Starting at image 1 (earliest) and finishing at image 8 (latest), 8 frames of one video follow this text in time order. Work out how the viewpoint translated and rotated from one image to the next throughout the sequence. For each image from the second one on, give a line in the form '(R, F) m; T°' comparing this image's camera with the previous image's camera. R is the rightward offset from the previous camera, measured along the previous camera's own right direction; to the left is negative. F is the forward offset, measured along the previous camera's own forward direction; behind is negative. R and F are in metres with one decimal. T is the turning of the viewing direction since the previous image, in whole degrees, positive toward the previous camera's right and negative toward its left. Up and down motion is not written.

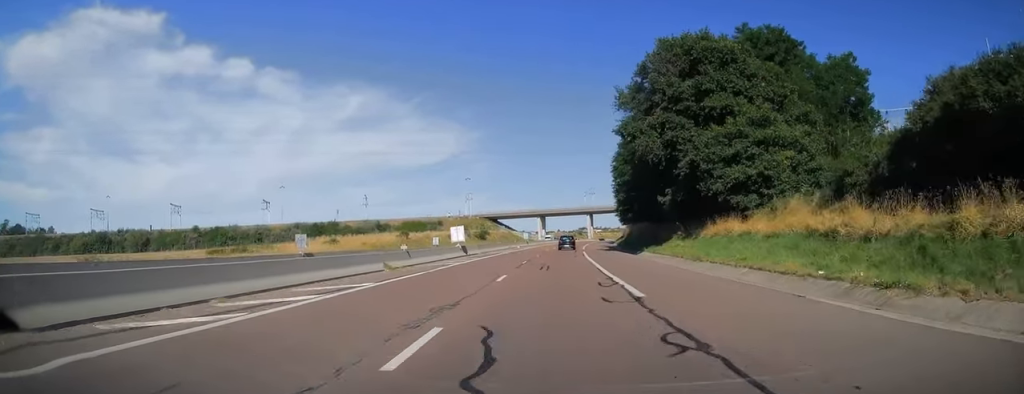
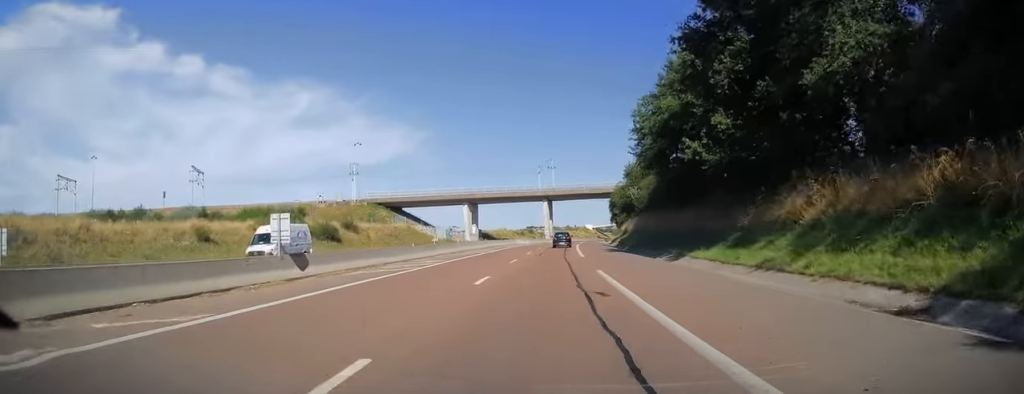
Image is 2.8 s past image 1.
(+3.5, +82.6) m; +5°
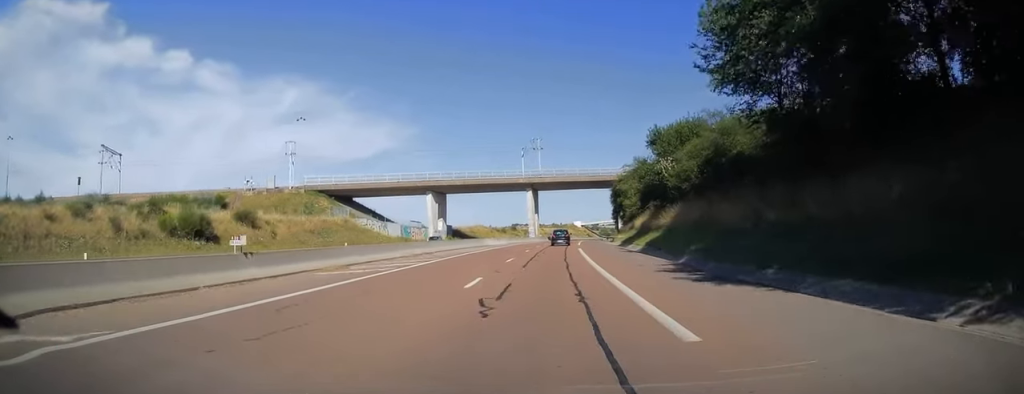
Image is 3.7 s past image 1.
(+0.4, +27.7) m; +2°
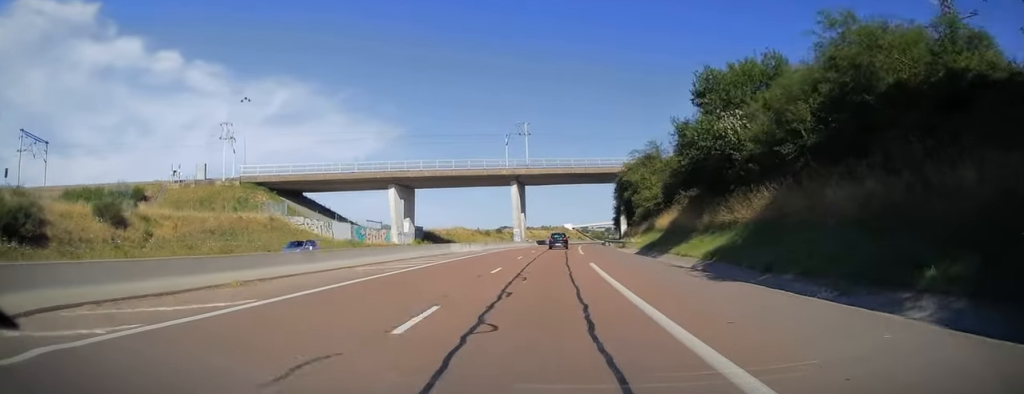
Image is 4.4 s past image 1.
(+0.3, +19.8) m; +1°
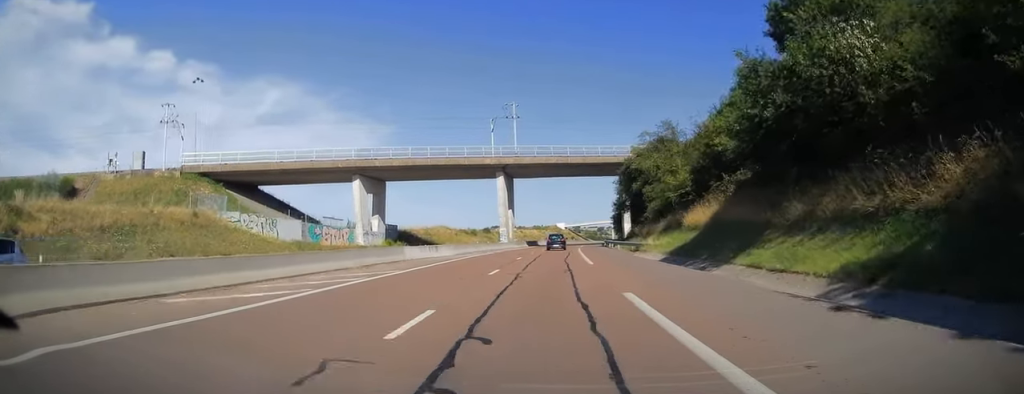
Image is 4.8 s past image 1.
(+0.1, +13.3) m; +1°
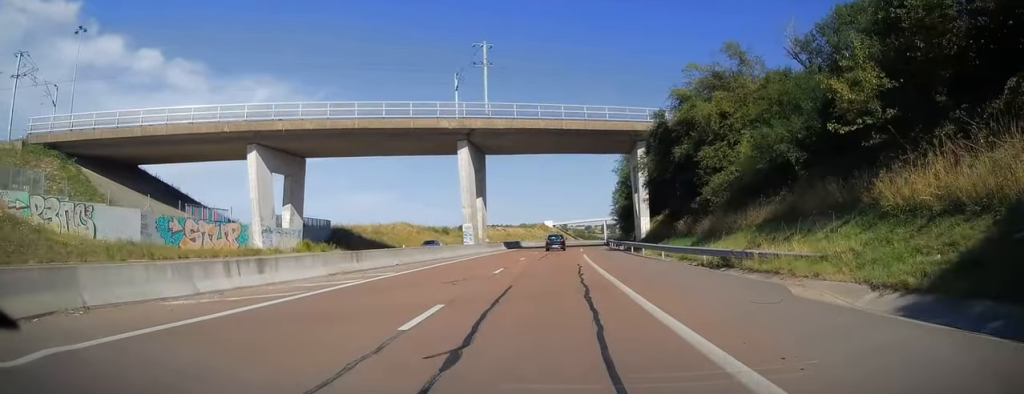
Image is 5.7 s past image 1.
(+0.3, +25.1) m; +1°
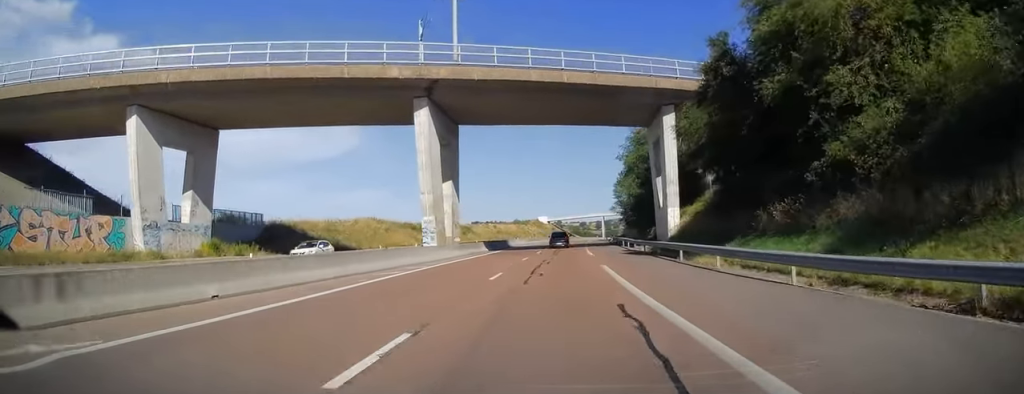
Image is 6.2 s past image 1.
(0.0, +16.3) m; +1°
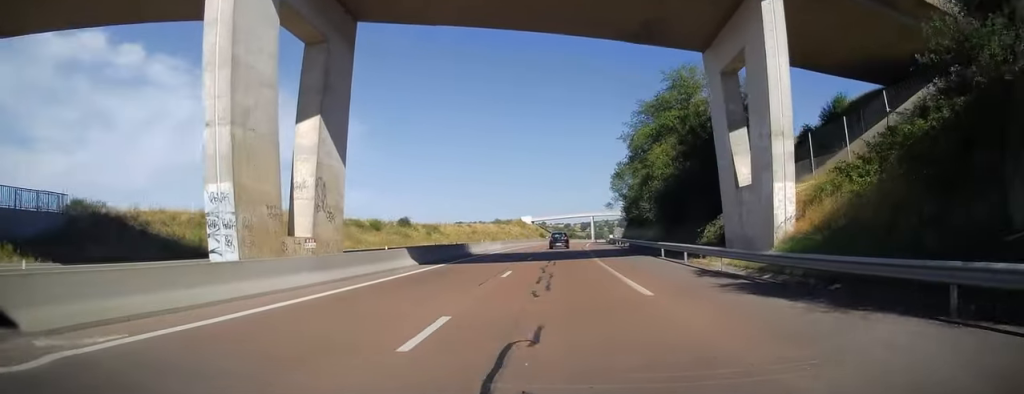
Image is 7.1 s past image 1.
(+0.2, +24.2) m; +2°
